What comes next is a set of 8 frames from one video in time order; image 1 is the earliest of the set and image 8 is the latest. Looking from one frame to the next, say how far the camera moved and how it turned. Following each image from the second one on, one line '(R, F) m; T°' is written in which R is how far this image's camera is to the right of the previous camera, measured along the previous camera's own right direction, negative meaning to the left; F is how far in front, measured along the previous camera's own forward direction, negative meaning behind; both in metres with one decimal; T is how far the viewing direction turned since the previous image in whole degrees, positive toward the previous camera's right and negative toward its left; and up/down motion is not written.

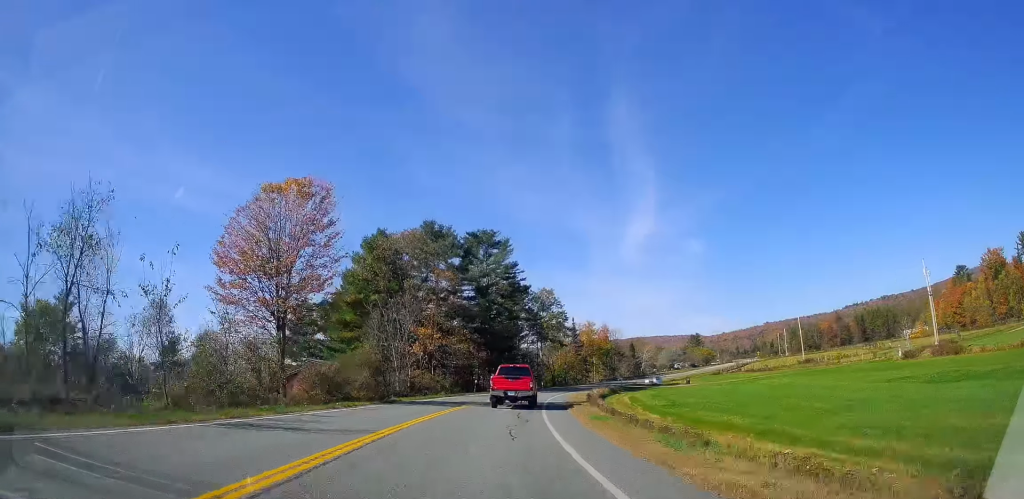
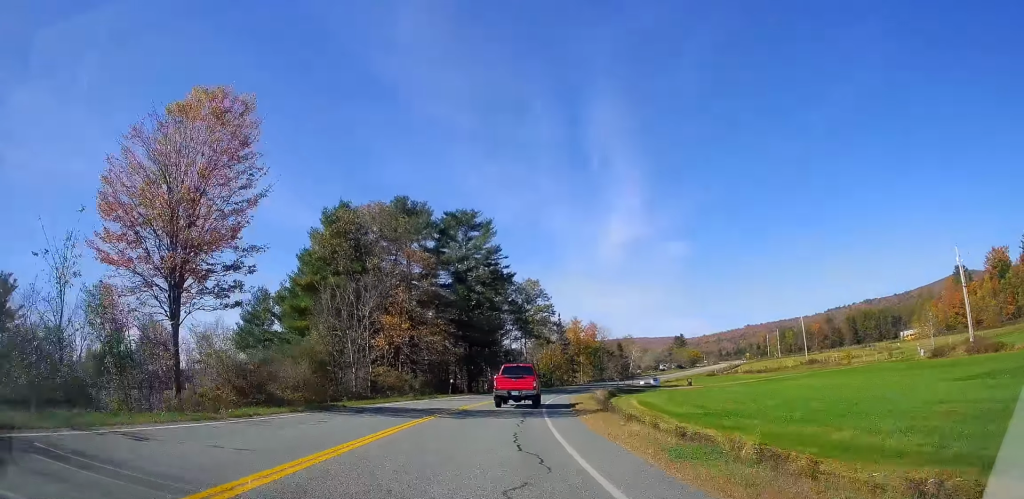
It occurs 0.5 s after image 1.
(+0.2, +9.6) m; +2°
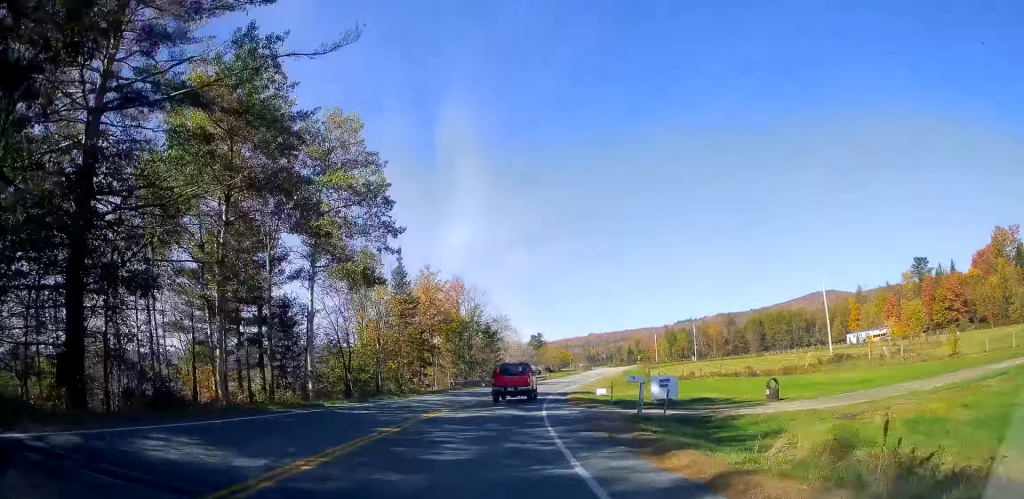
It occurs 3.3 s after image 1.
(+4.9, +55.2) m; +11°
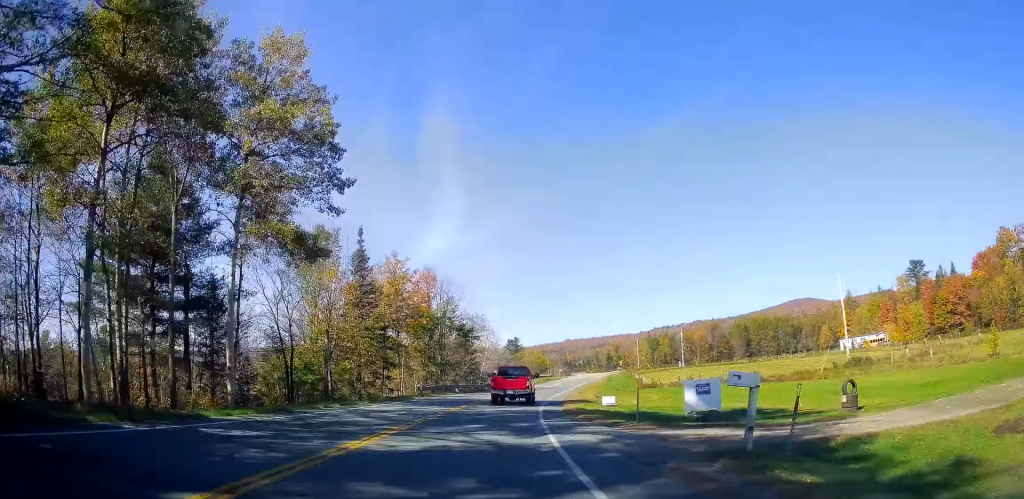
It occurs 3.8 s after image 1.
(+0.7, +8.7) m; +4°
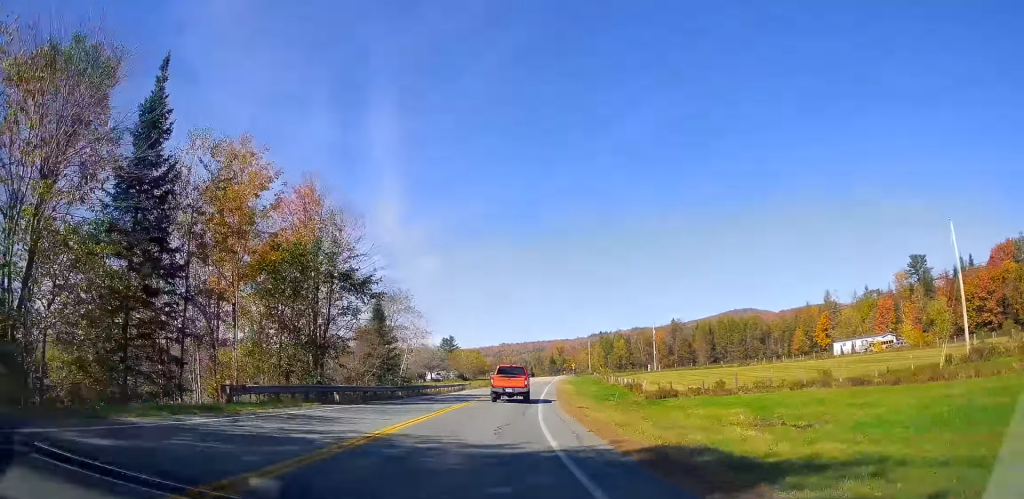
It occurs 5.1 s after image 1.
(+2.9, +26.7) m; +10°
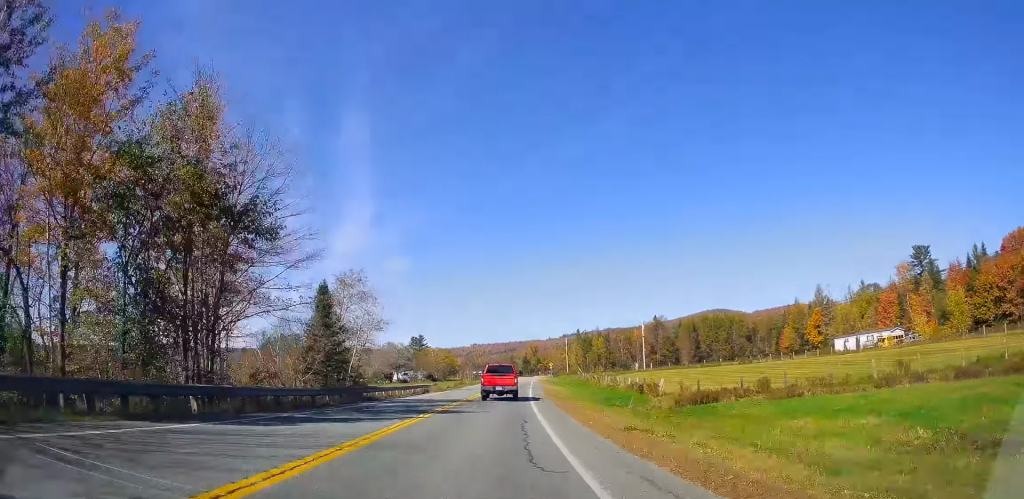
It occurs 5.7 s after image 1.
(+0.3, +12.3) m; +4°
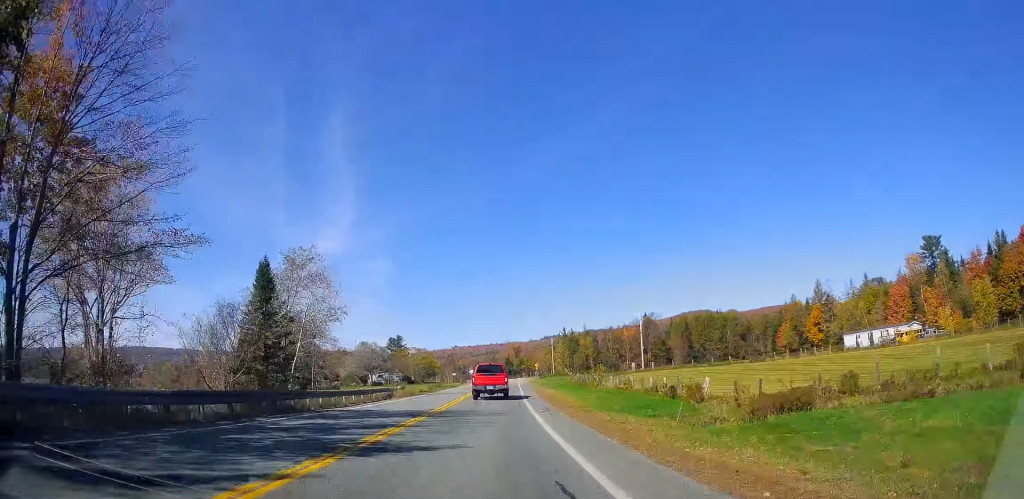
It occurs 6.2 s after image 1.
(-0.3, +11.0) m; +4°
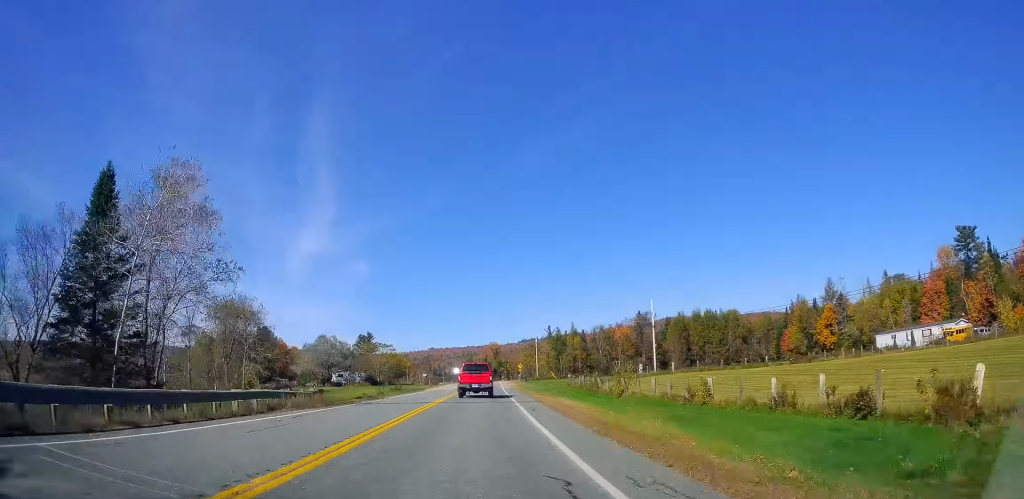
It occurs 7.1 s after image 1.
(+1.8, +18.6) m; +8°
